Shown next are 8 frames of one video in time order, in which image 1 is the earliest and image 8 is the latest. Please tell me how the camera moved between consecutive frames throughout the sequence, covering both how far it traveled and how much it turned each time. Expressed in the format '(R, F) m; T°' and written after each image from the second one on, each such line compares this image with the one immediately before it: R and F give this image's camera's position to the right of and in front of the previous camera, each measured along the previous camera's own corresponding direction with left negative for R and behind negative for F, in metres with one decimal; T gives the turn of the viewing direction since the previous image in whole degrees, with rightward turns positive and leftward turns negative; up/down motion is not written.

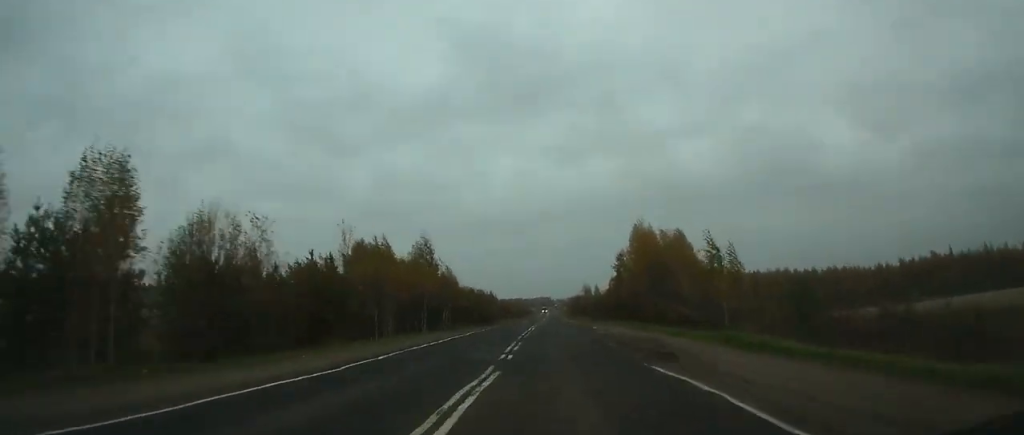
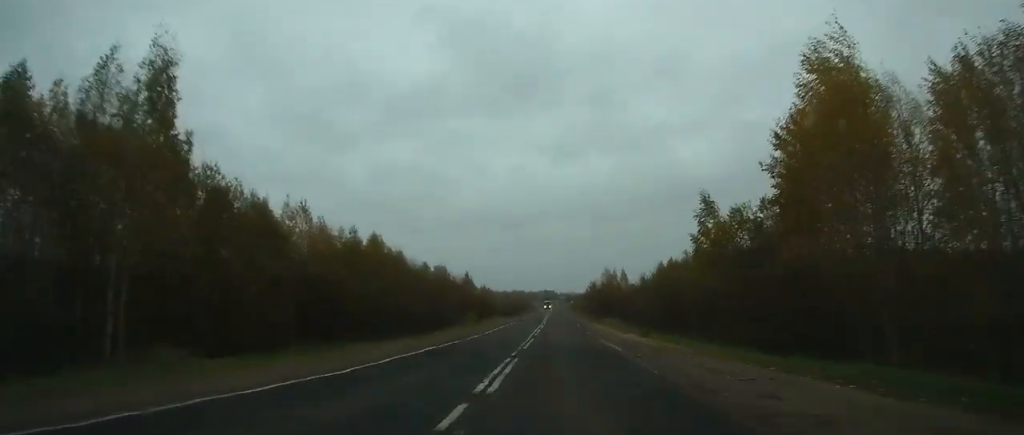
(-0.2, +57.2) m; 0°
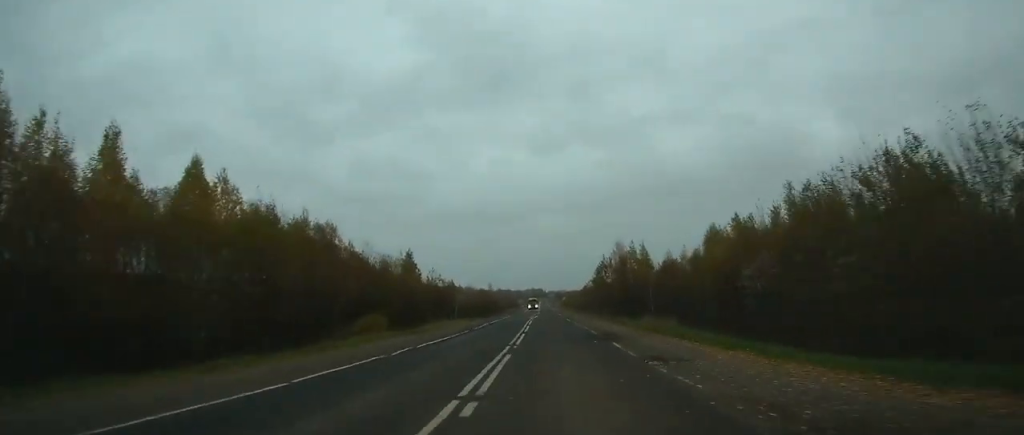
(0.0, +39.9) m; 0°
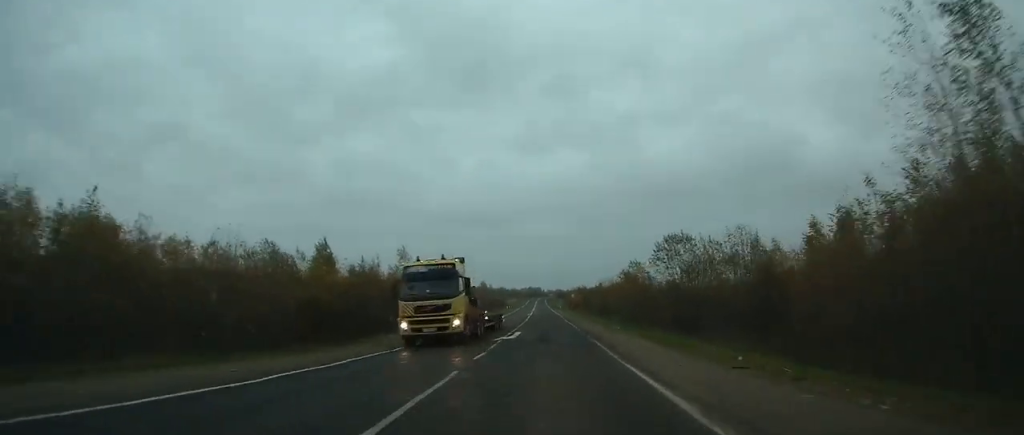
(+0.5, +75.9) m; +1°
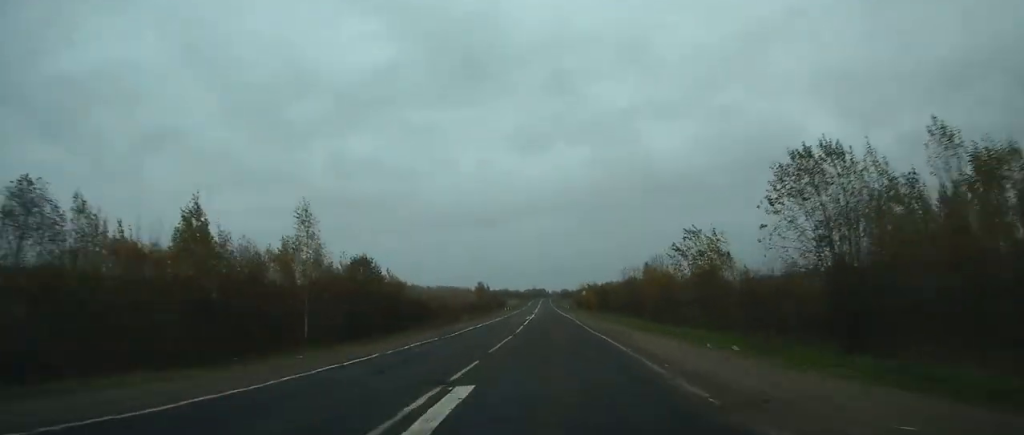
(0.0, +22.1) m; 0°
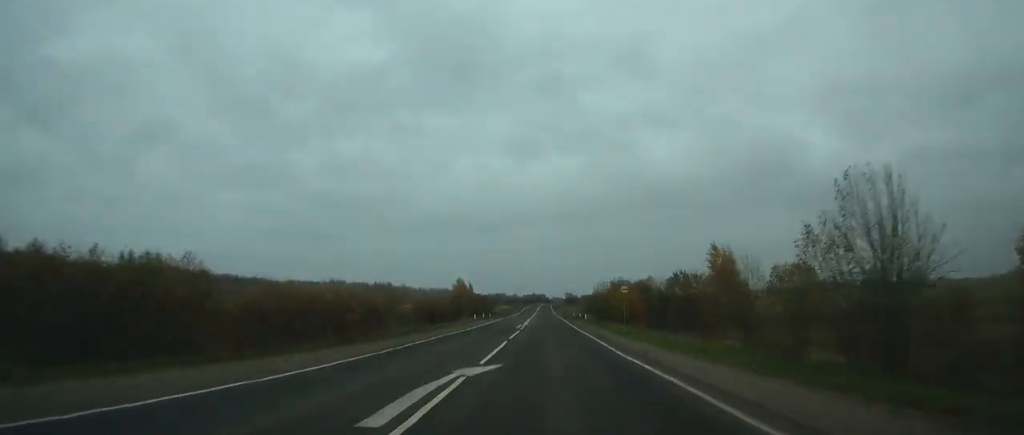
(-0.2, +53.3) m; 0°
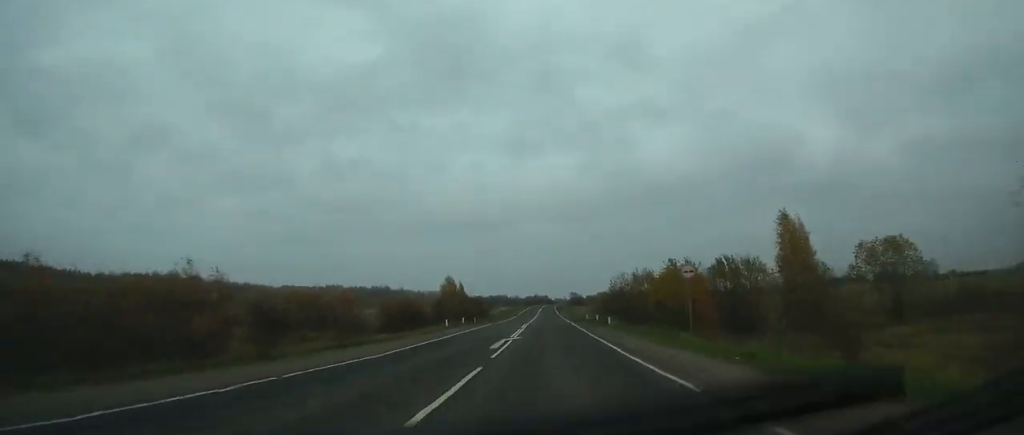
(0.0, +22.9) m; 0°
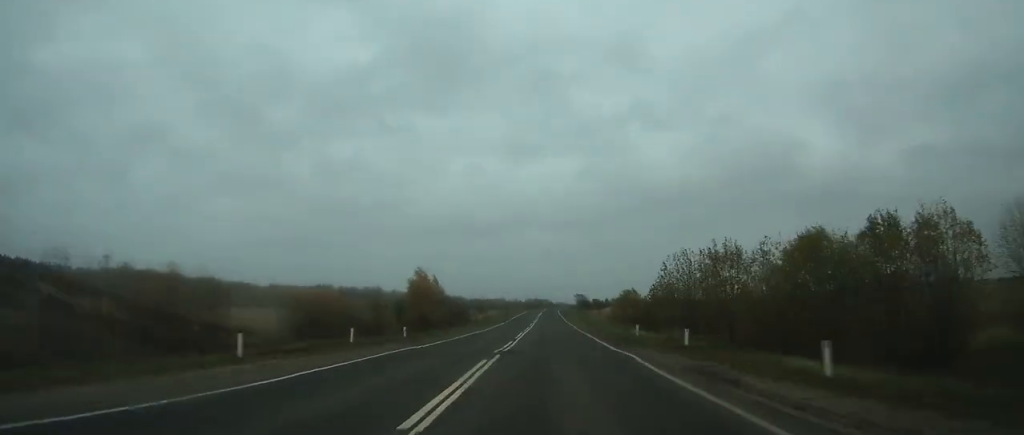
(0.0, +34.9) m; 0°
